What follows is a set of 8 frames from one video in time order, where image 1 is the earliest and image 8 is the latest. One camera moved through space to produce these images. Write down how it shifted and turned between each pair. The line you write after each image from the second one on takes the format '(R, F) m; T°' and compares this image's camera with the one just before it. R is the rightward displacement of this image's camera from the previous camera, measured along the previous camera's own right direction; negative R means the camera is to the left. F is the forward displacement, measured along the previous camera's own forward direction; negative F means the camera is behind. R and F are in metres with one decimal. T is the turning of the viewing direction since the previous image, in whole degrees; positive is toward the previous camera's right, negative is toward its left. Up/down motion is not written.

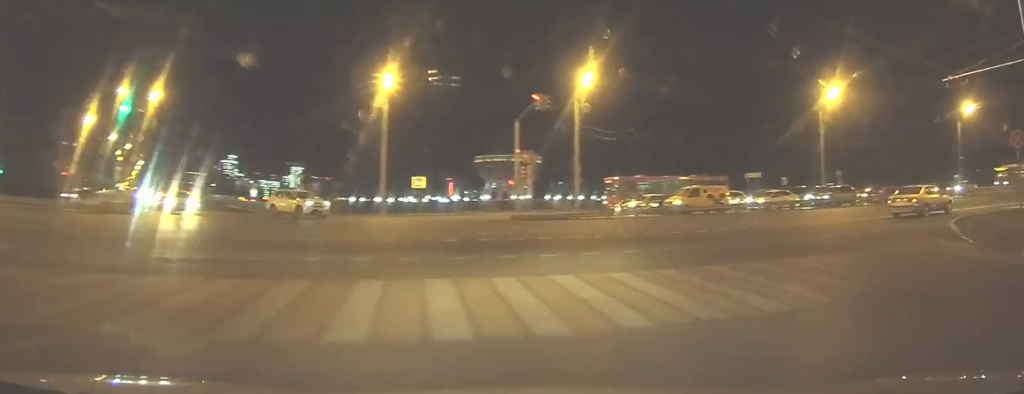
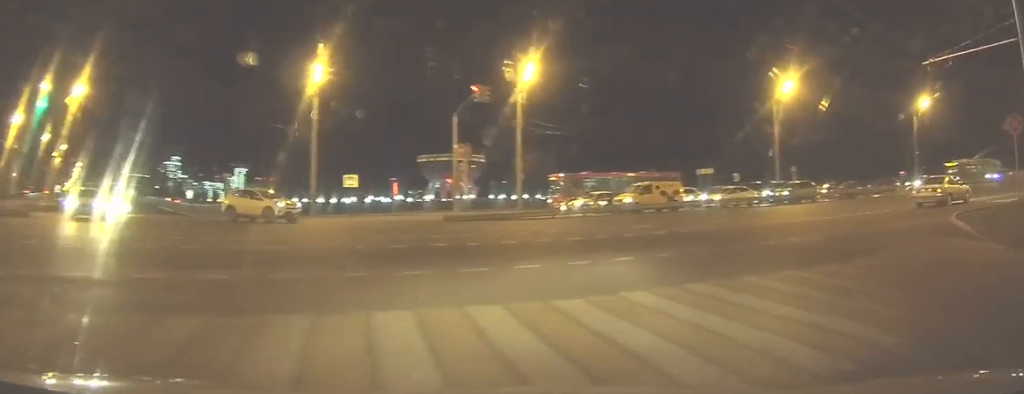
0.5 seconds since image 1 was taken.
(0.0, +3.6) m; +6°
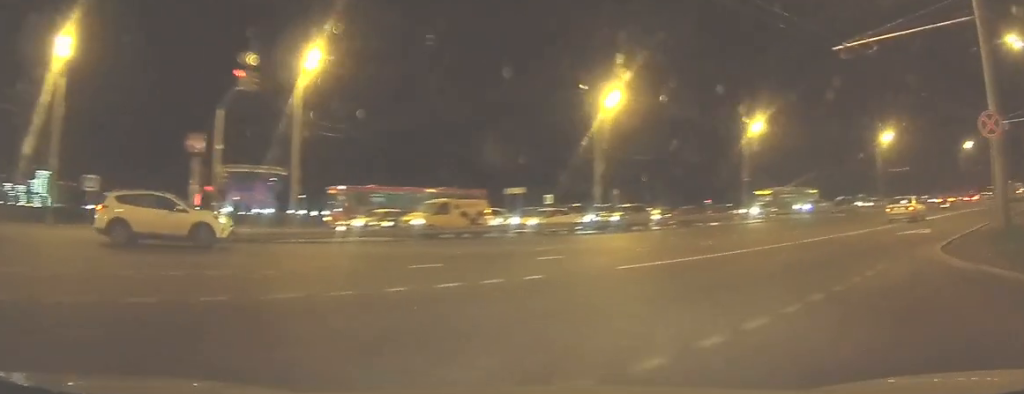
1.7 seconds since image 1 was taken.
(+1.4, +8.6) m; +15°
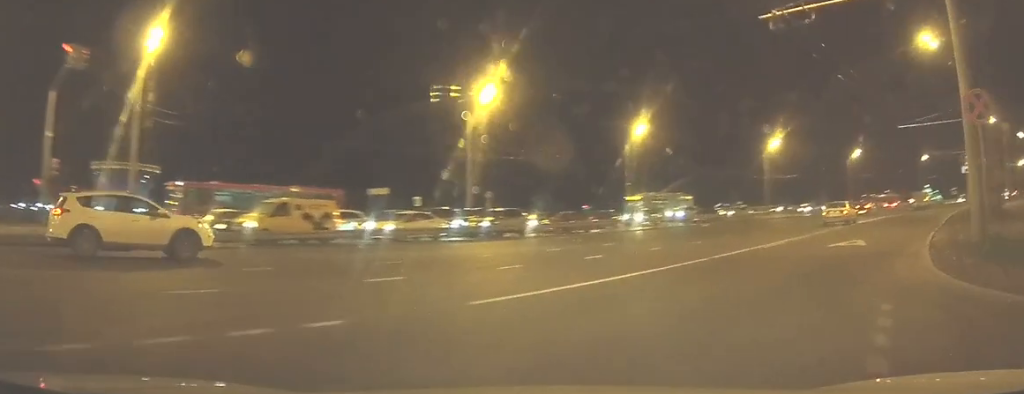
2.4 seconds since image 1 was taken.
(+0.1, +4.5) m; +6°
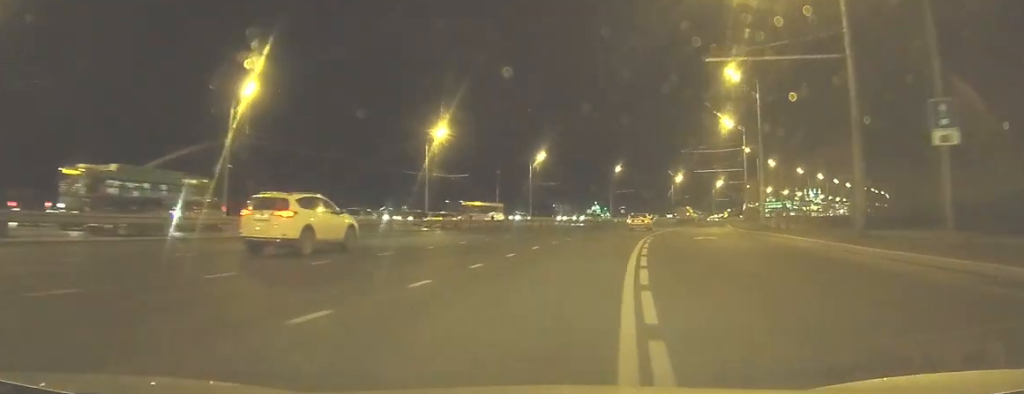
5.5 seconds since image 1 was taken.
(+8.5, +20.4) m; +37°
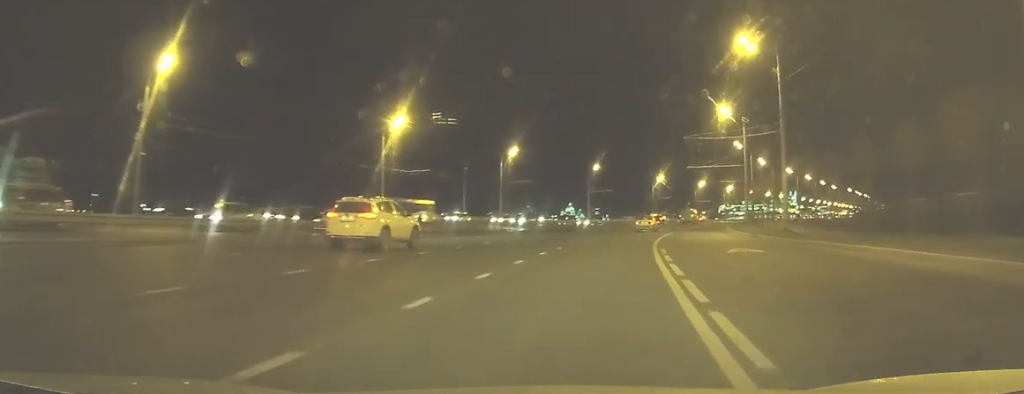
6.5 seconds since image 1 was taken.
(+0.2, +9.8) m; +2°
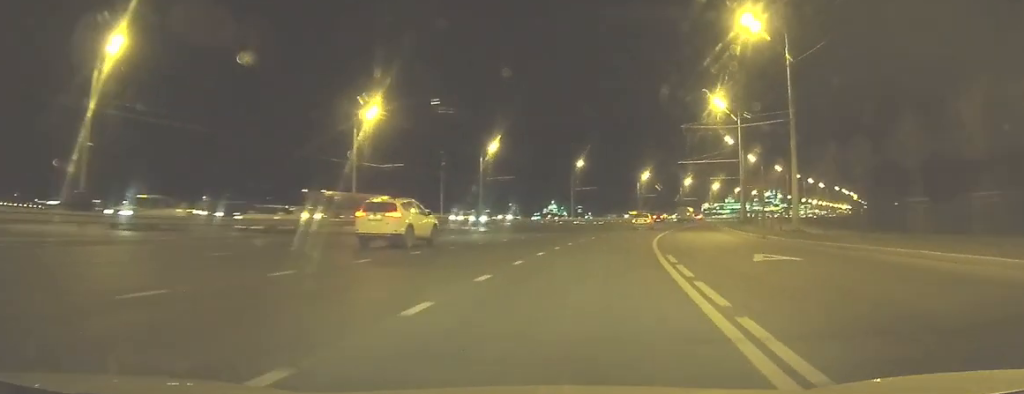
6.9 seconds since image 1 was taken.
(0.0, +4.8) m; +1°
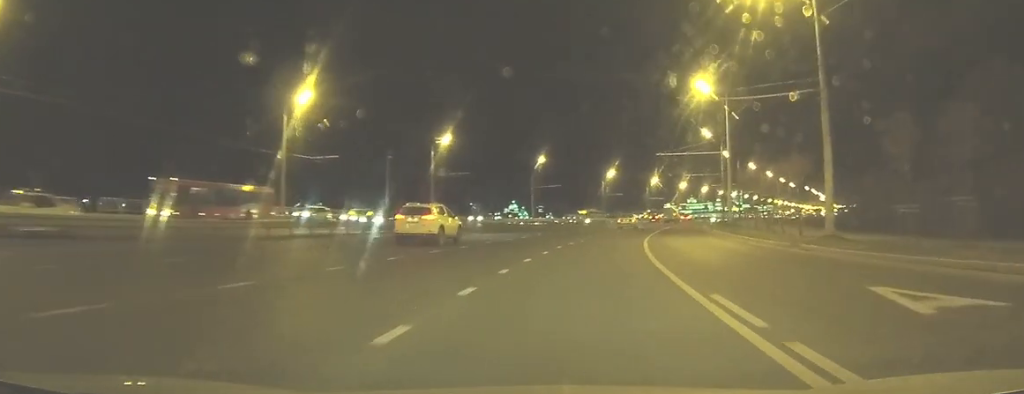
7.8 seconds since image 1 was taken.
(+0.2, +9.6) m; +2°
